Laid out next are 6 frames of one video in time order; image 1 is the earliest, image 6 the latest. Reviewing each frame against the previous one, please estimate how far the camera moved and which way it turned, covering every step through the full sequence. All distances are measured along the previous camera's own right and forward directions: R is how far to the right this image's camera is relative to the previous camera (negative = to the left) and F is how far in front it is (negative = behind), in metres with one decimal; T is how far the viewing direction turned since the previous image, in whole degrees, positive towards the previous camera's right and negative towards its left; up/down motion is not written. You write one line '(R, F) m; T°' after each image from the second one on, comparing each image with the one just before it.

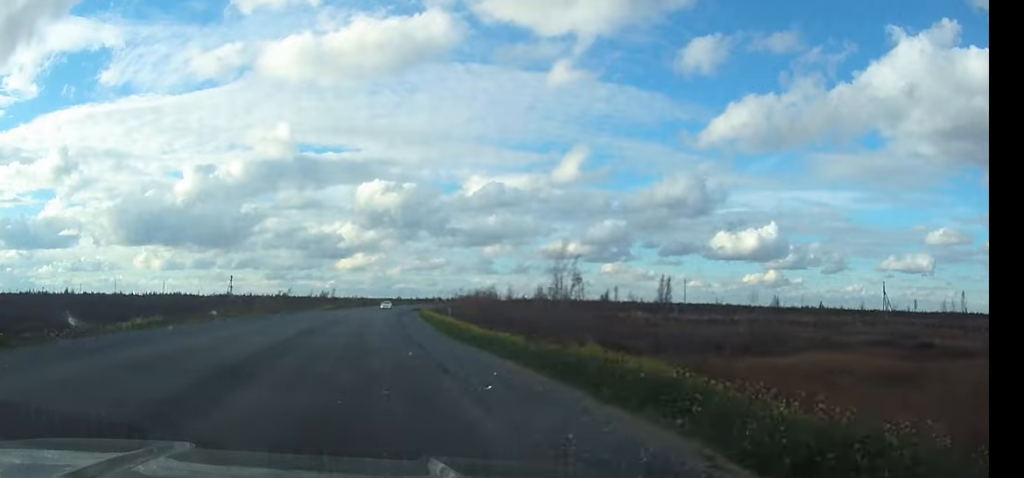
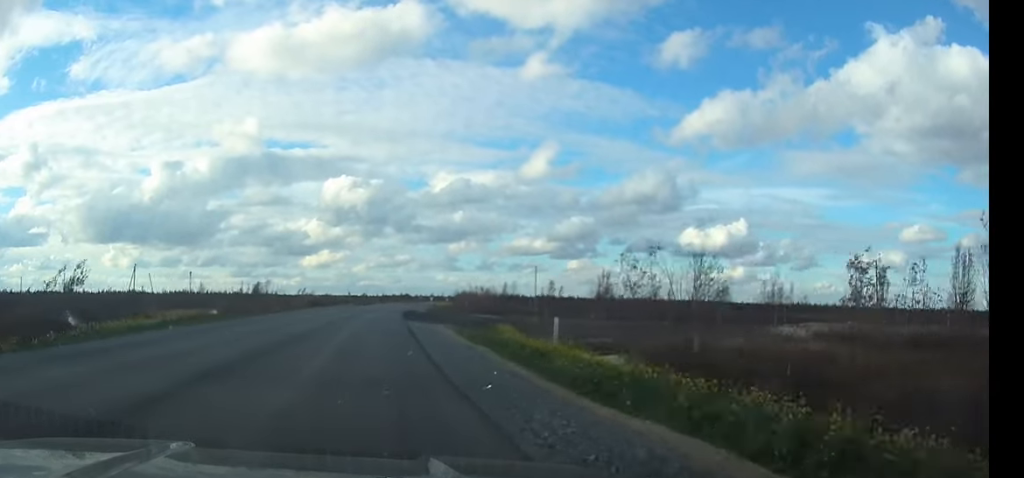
(+1.6, +73.5) m; +4°
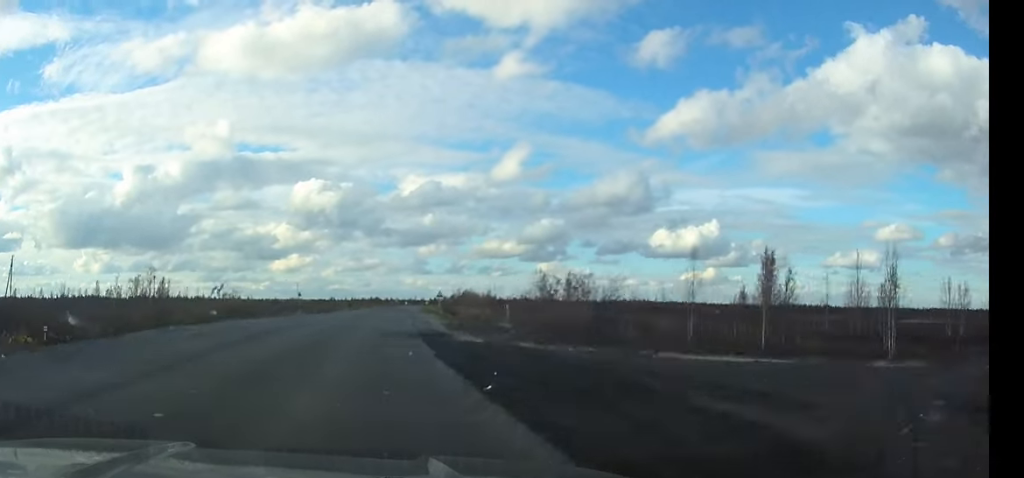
(+1.8, +51.7) m; +3°
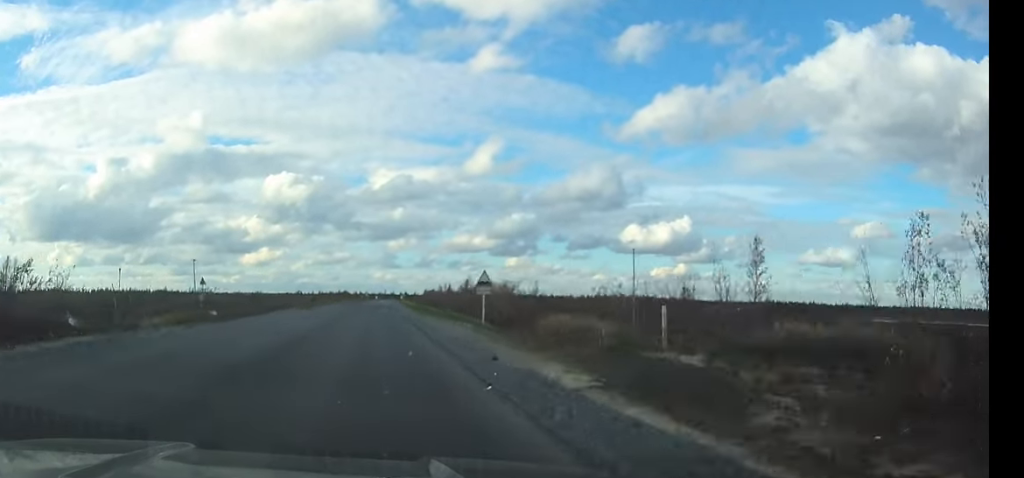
(+0.7, +37.8) m; +2°
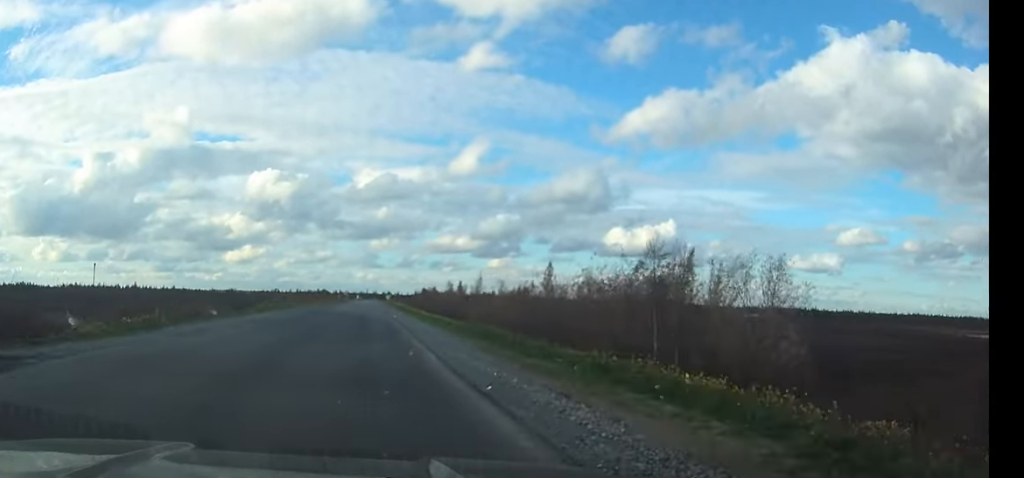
(+0.8, +47.8) m; +2°
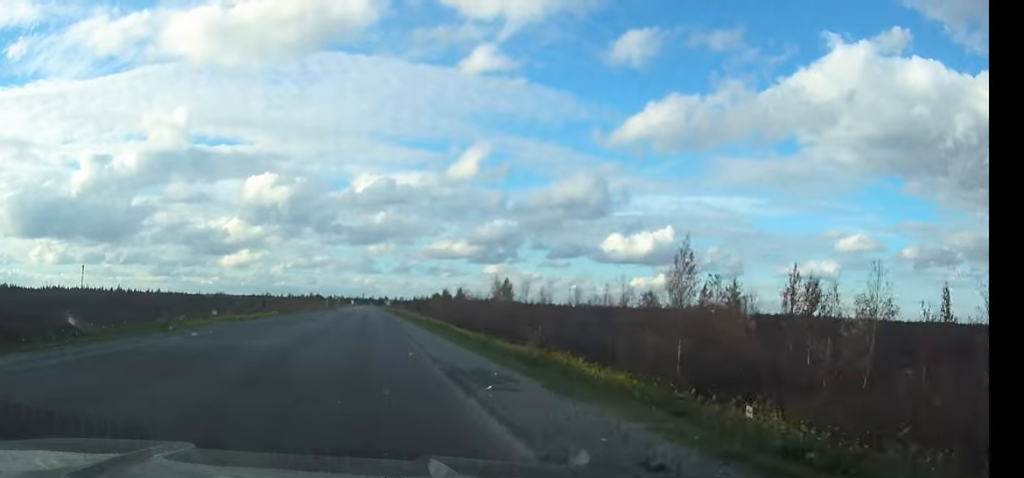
(+0.2, +40.9) m; 0°
